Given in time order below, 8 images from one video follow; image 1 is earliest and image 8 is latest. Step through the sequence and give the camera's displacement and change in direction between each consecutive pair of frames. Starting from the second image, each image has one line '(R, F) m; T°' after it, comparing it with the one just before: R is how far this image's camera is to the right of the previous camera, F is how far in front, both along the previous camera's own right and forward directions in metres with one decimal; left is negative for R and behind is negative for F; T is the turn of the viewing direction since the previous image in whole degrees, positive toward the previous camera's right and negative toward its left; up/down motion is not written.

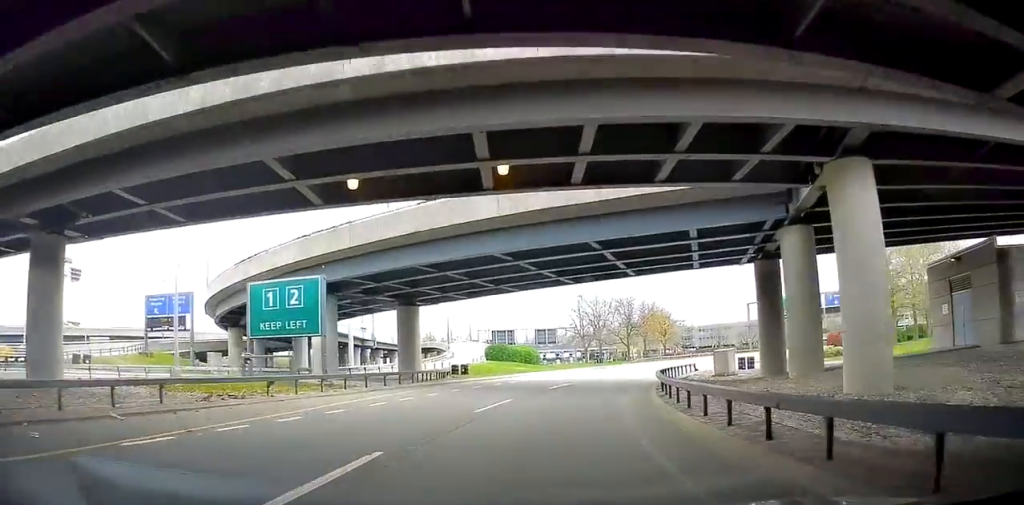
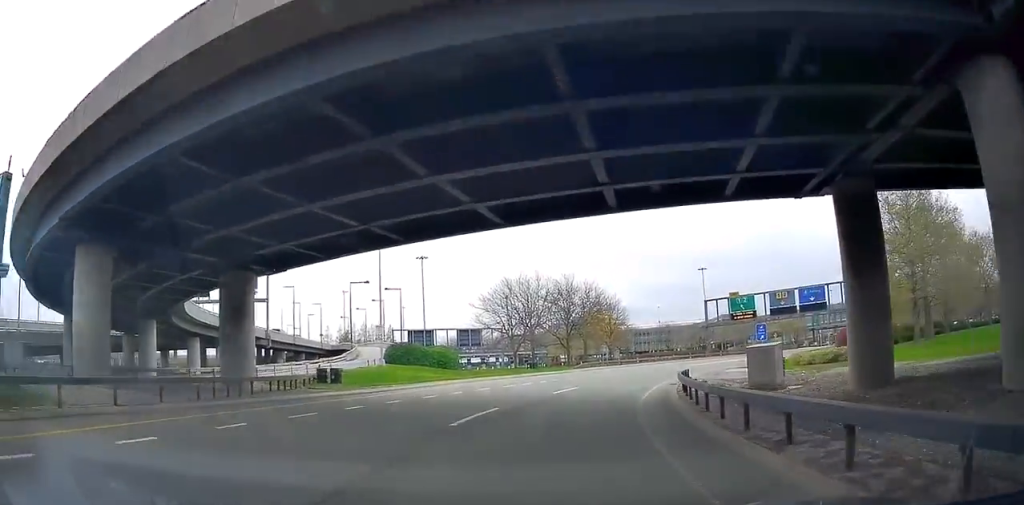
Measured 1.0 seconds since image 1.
(+0.1, +17.1) m; +1°
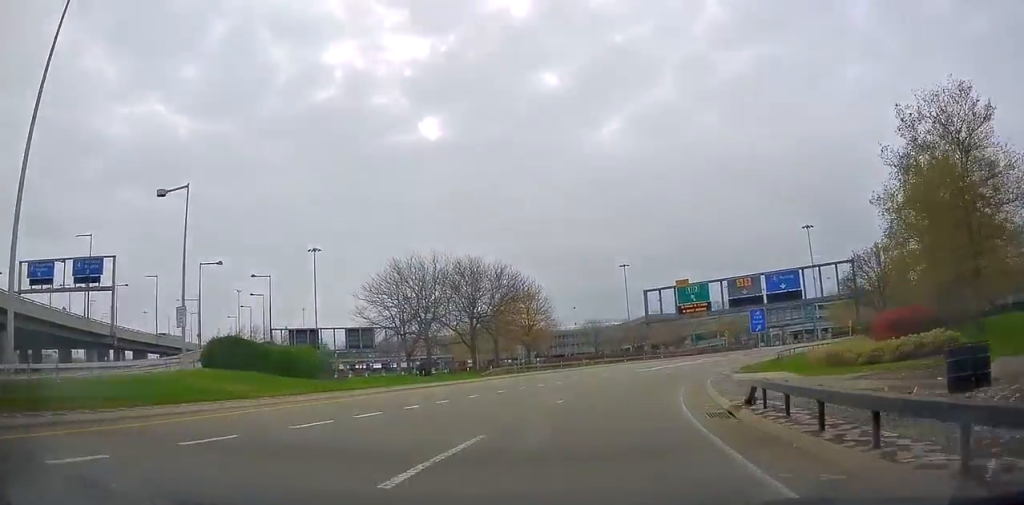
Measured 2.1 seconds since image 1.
(+0.5, +20.1) m; +6°
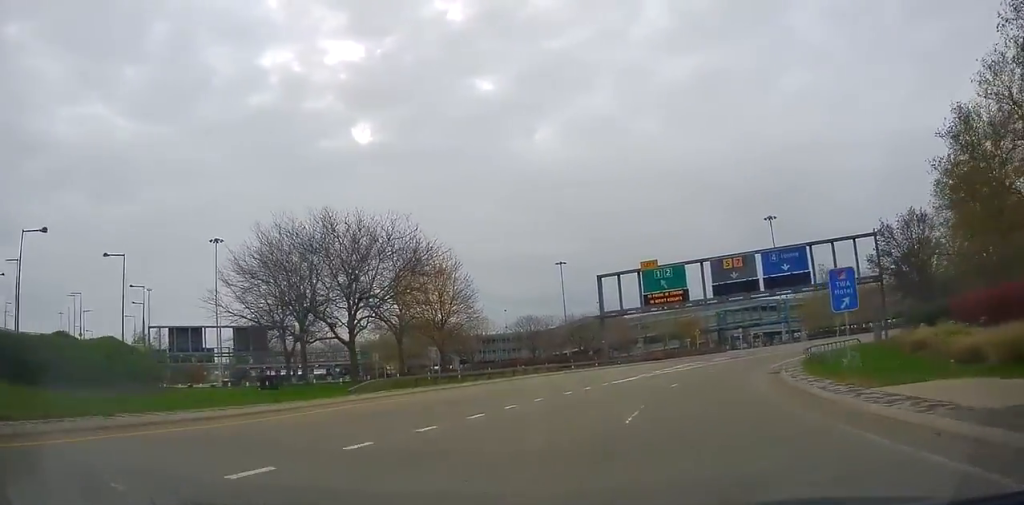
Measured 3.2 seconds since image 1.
(+1.6, +19.6) m; +10°
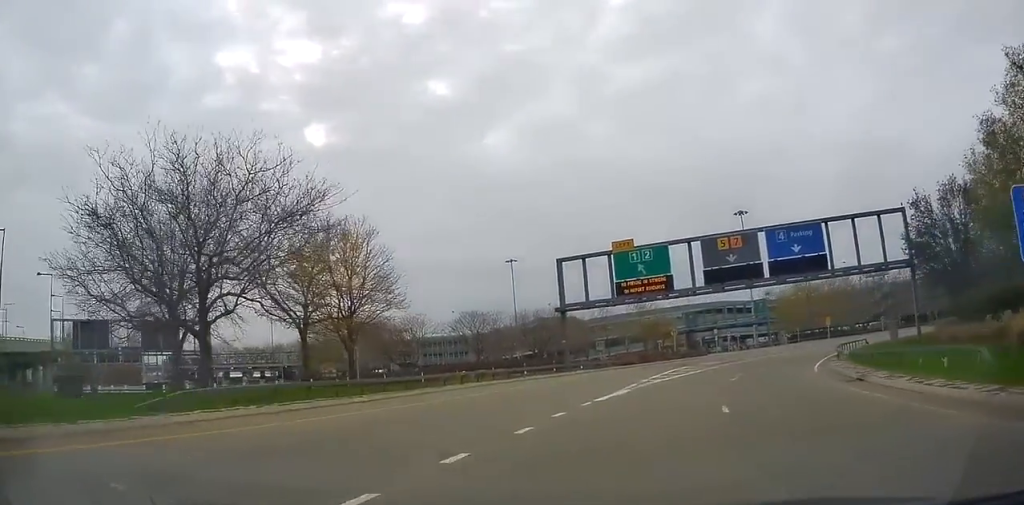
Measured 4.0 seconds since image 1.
(+0.6, +12.2) m; +7°
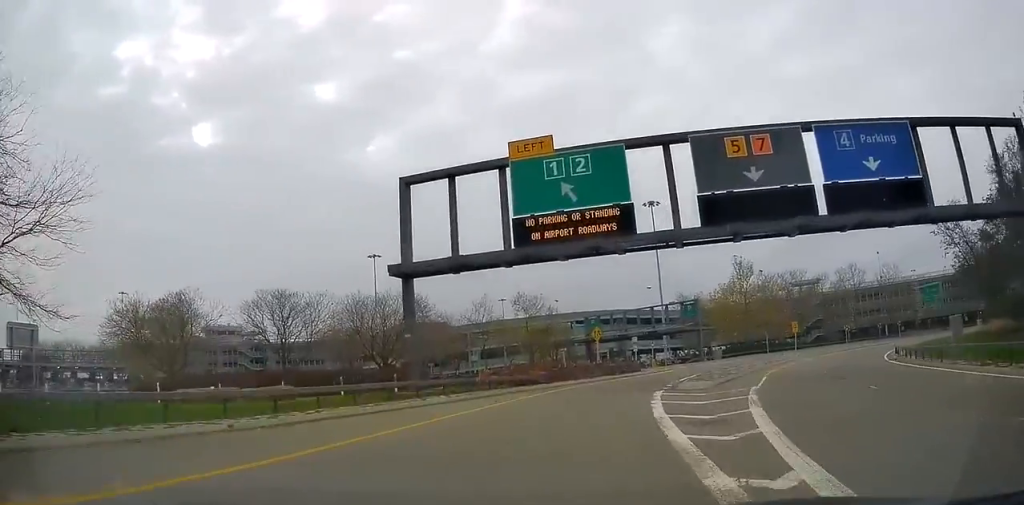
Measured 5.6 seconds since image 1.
(+2.1, +23.4) m; +8°
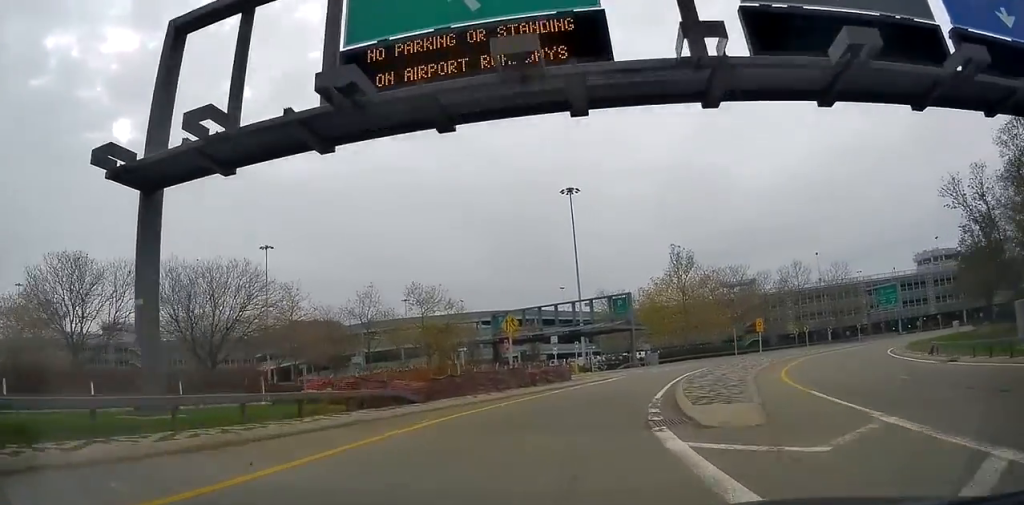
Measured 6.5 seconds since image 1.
(+0.3, +12.8) m; +7°
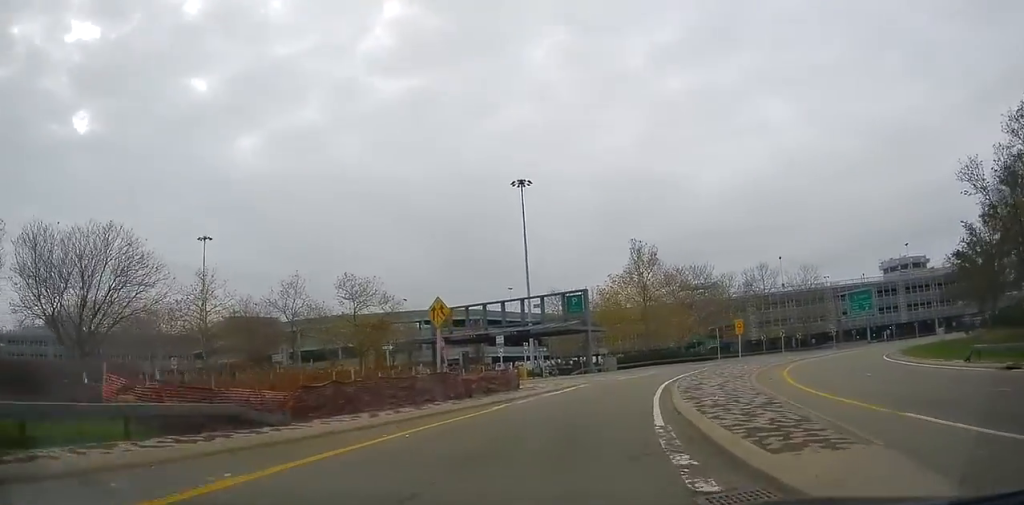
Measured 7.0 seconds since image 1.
(+0.1, +6.7) m; +5°
